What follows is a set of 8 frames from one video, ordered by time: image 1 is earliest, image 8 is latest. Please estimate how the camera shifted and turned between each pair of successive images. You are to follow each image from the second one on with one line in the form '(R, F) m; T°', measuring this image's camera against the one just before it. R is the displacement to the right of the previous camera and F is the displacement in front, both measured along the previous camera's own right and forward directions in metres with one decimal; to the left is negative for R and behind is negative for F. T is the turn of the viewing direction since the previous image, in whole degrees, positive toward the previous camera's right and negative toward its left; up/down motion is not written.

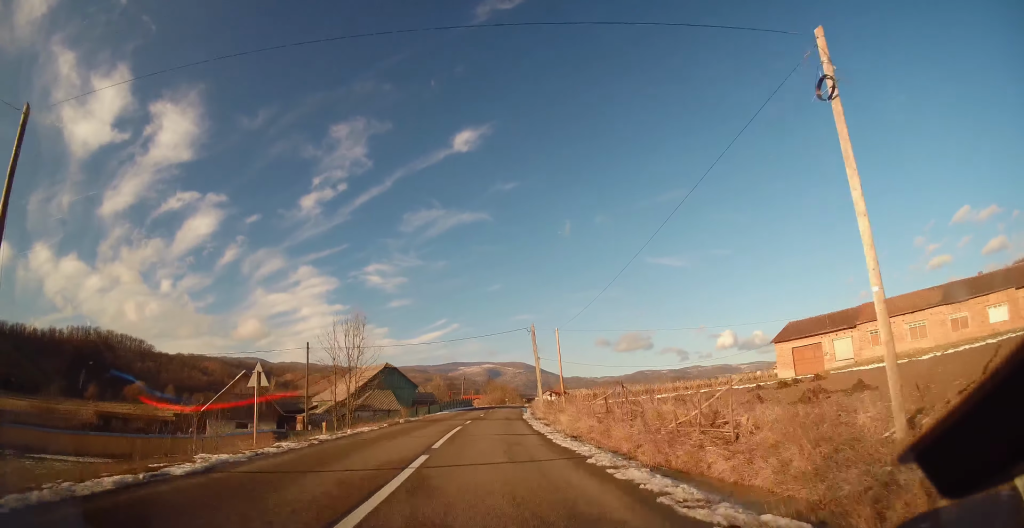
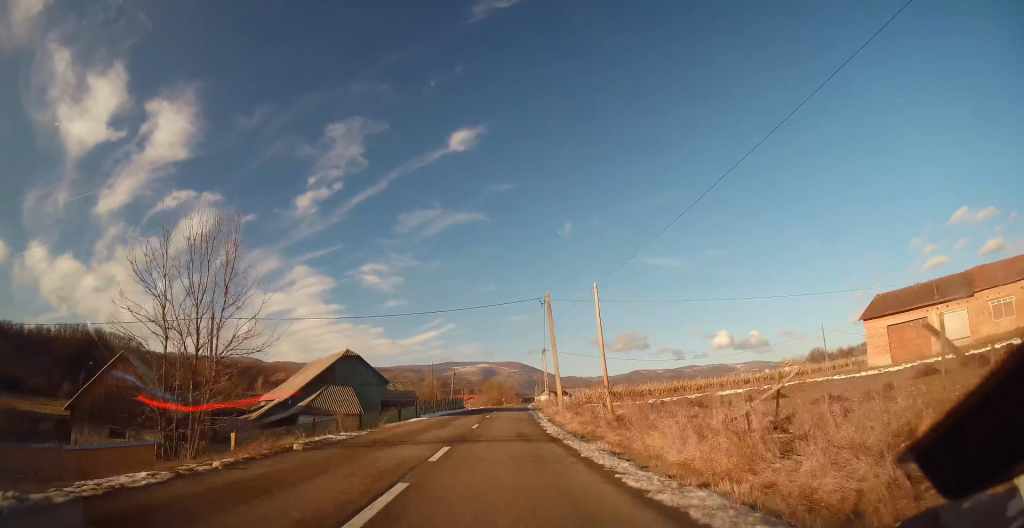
(+0.3, +16.4) m; +1°
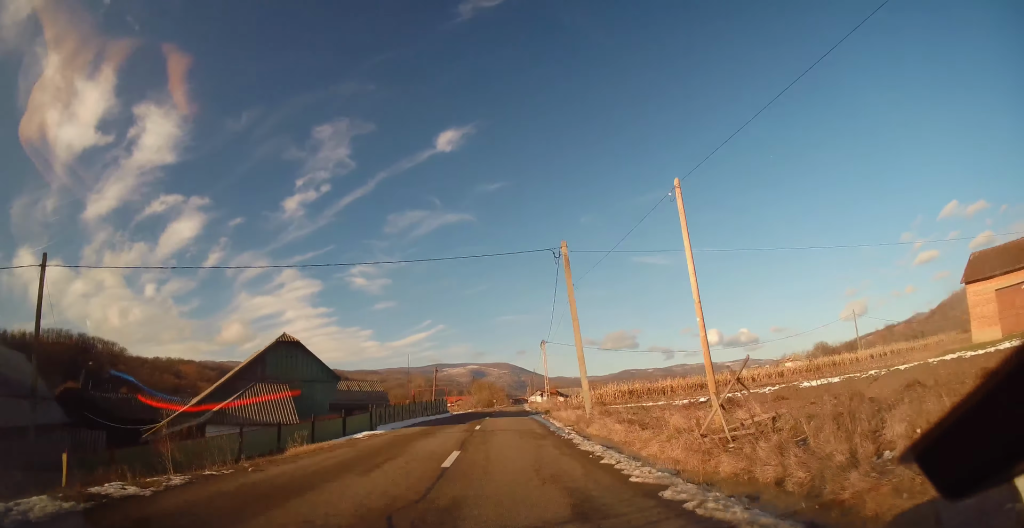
(-0.1, +12.9) m; +1°
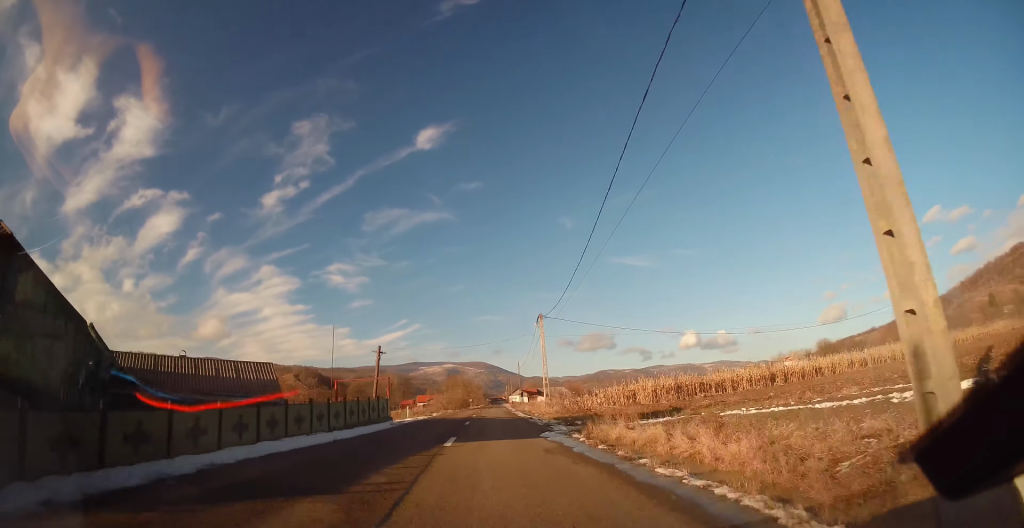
(+0.4, +21.0) m; +1°
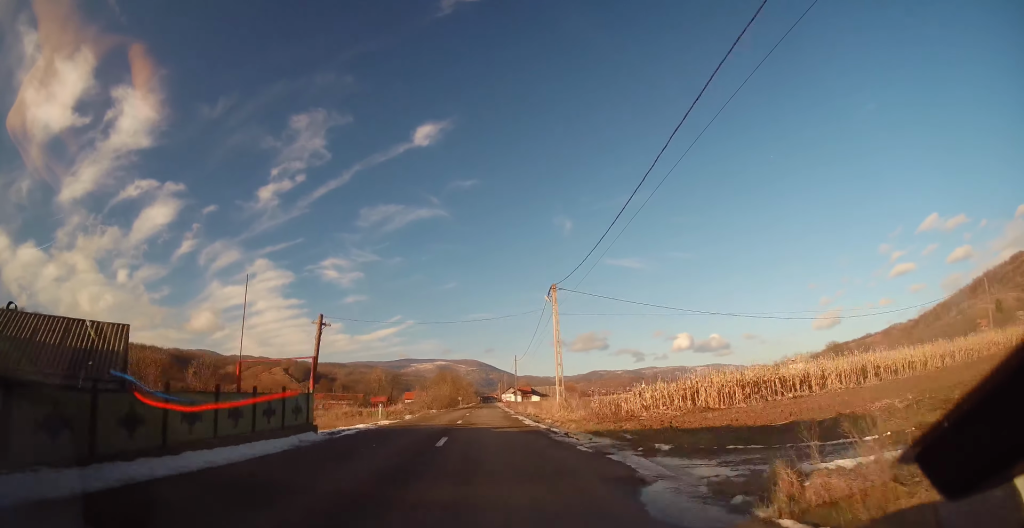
(0.0, +12.6) m; +1°
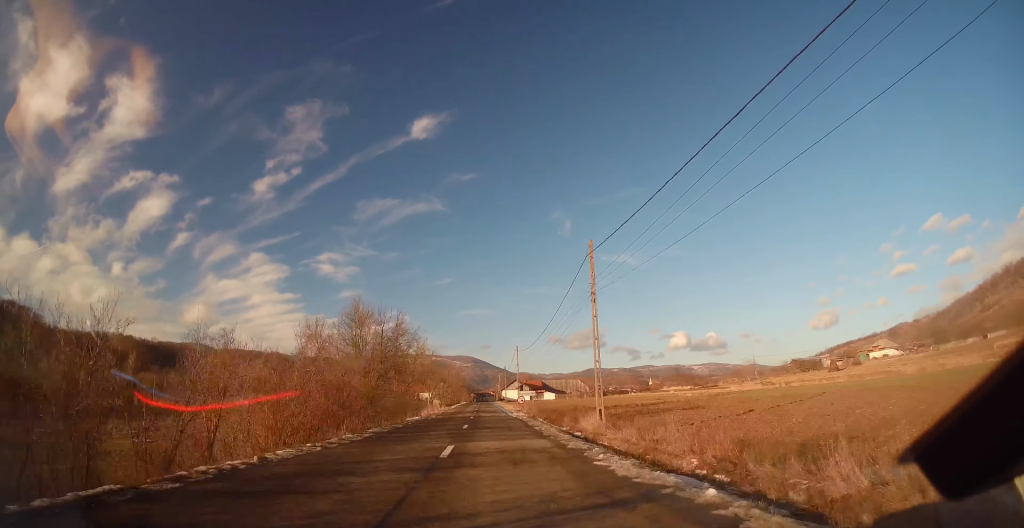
(+0.8, +63.5) m; 0°
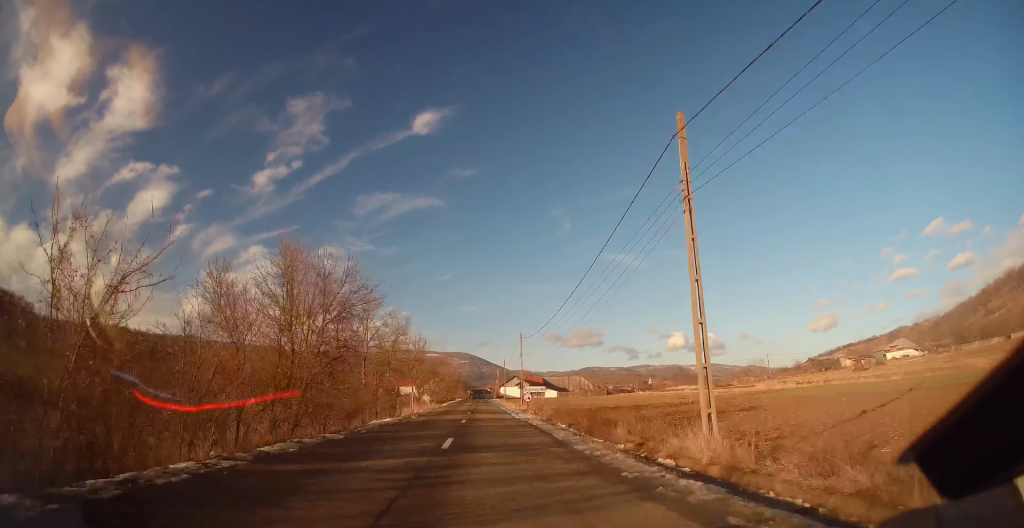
(+0.1, +11.5) m; 0°
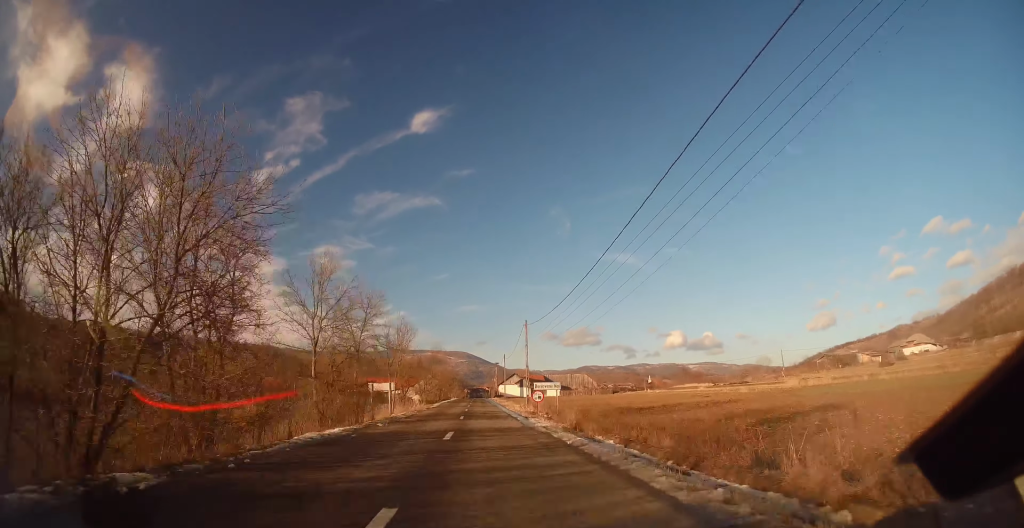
(+0.1, +10.1) m; 0°
